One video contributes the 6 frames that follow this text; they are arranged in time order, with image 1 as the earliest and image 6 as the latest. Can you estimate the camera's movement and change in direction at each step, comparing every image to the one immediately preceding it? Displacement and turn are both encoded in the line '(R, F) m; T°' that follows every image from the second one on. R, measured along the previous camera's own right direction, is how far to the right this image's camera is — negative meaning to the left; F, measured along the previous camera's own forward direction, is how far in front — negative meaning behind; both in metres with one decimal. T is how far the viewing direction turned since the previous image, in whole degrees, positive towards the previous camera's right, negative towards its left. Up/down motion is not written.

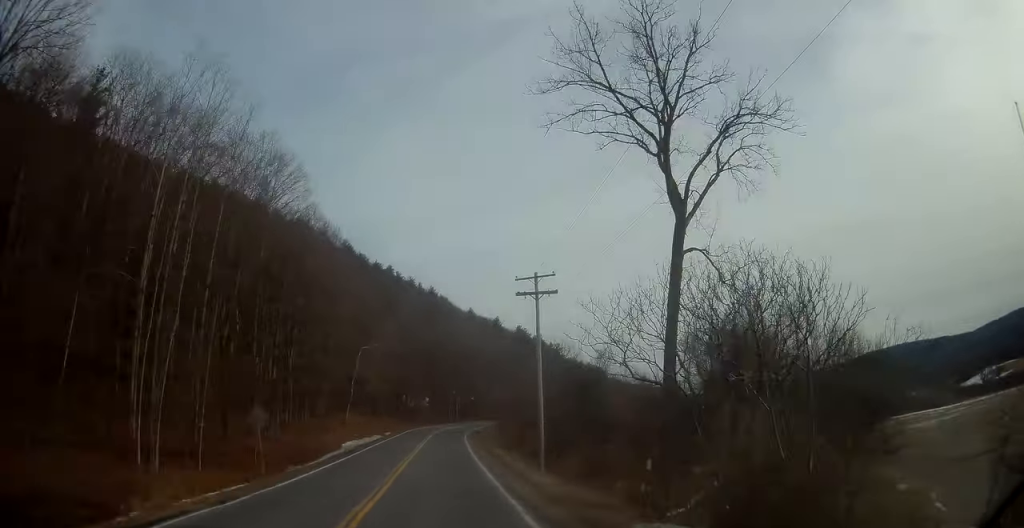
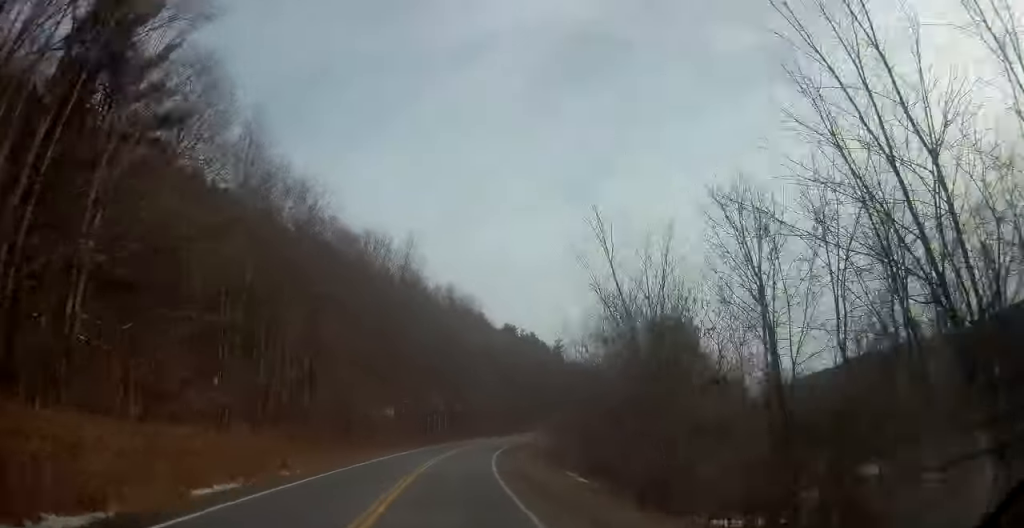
(+1.1, +50.9) m; +3°
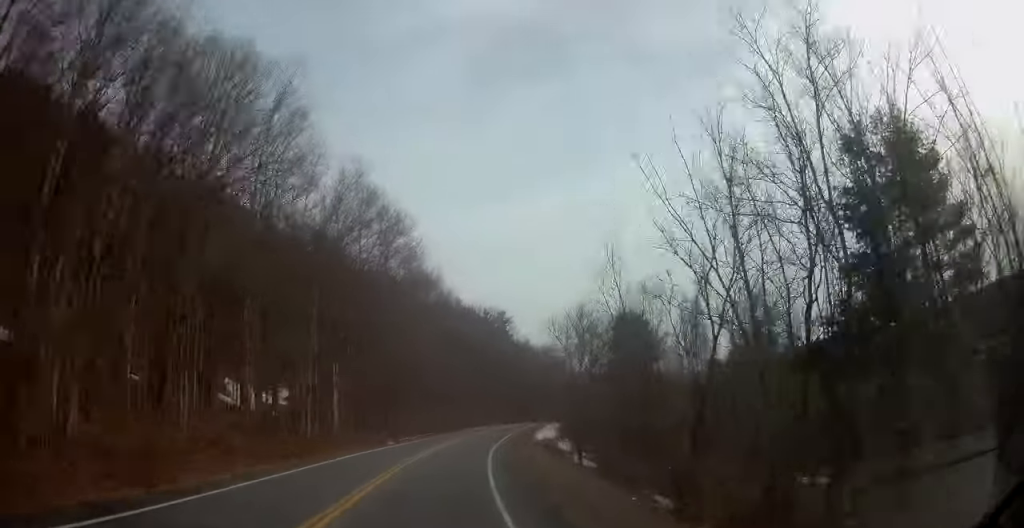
(+1.9, +37.7) m; +6°
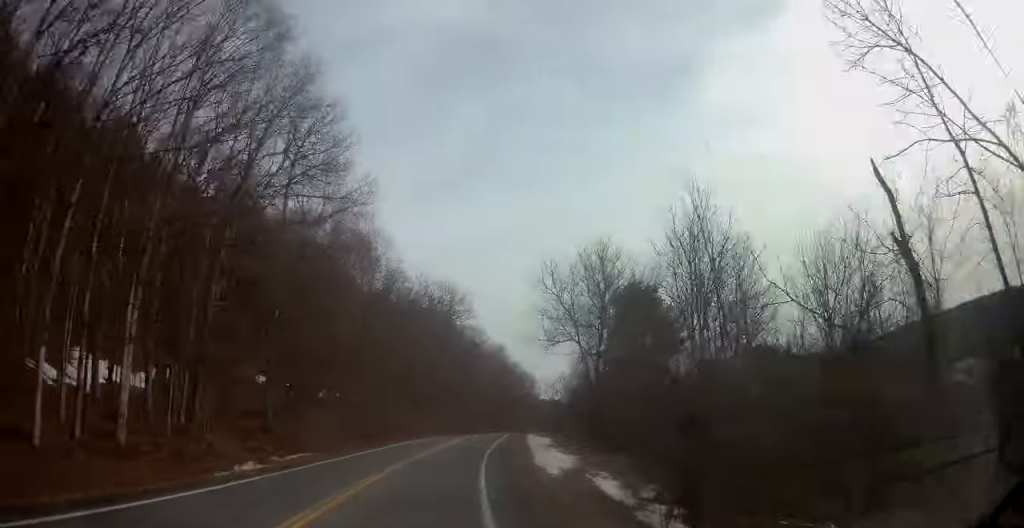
(+0.9, +24.3) m; +5°
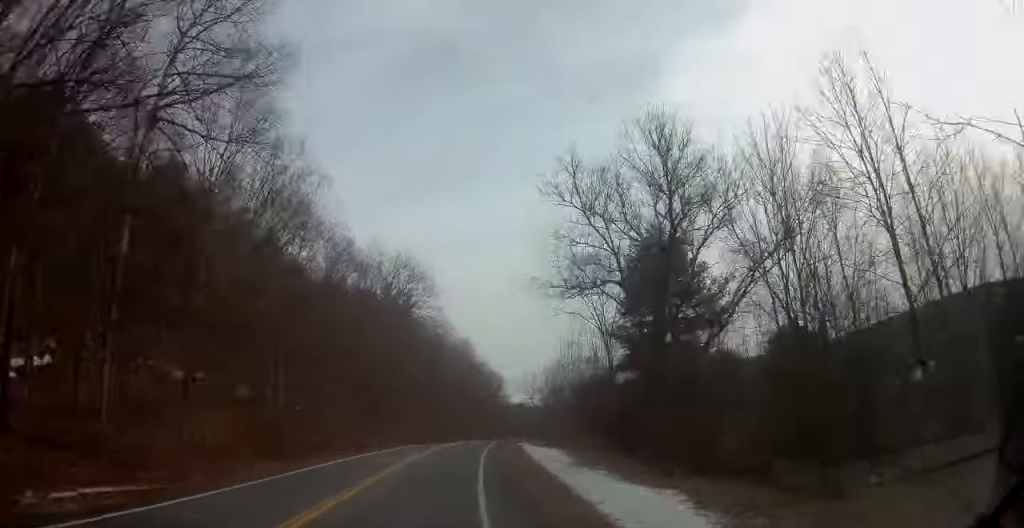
(+0.5, +15.7) m; +3°
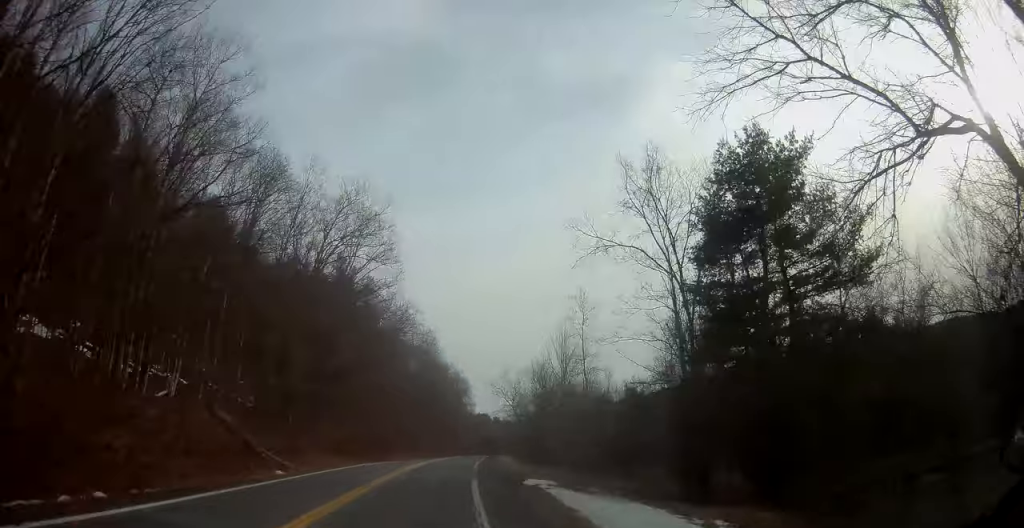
(+0.7, +18.9) m; +4°
